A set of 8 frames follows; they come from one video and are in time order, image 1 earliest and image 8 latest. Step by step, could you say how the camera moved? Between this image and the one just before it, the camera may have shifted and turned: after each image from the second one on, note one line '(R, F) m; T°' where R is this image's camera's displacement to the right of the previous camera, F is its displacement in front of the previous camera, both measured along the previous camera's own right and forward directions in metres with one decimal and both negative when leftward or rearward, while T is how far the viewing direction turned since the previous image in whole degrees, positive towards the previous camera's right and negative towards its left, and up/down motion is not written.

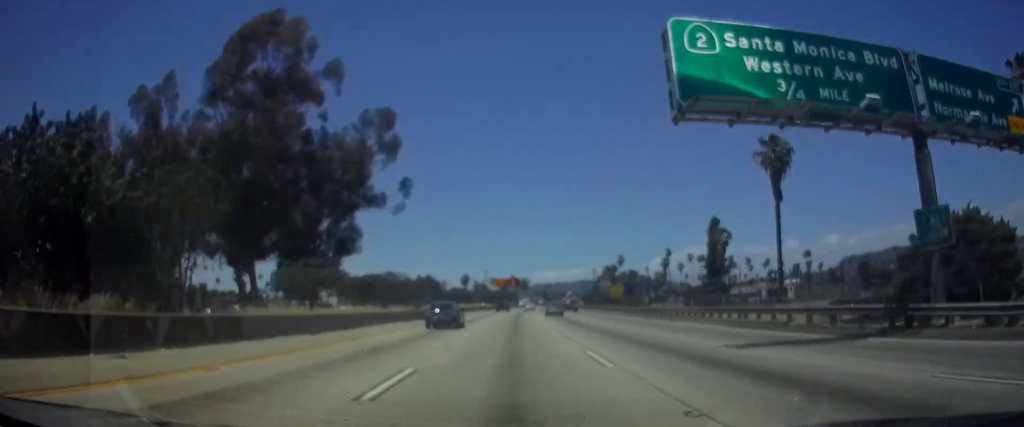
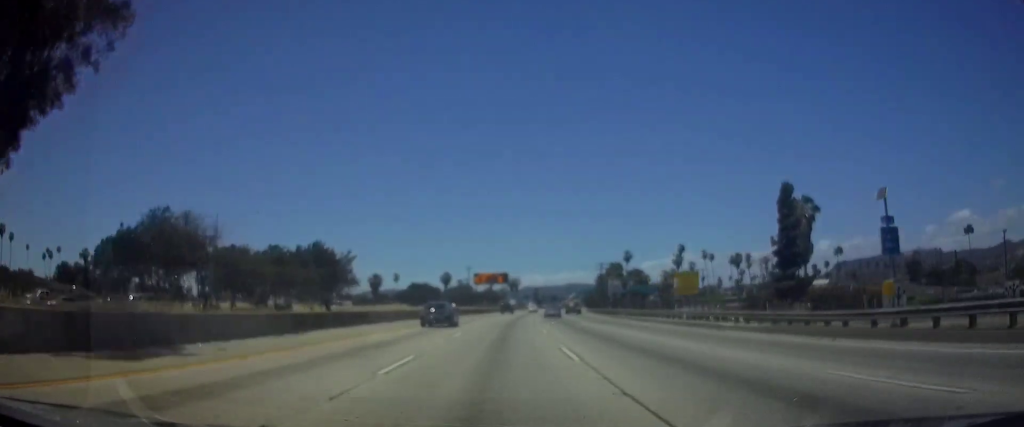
(+0.4, +41.2) m; +1°
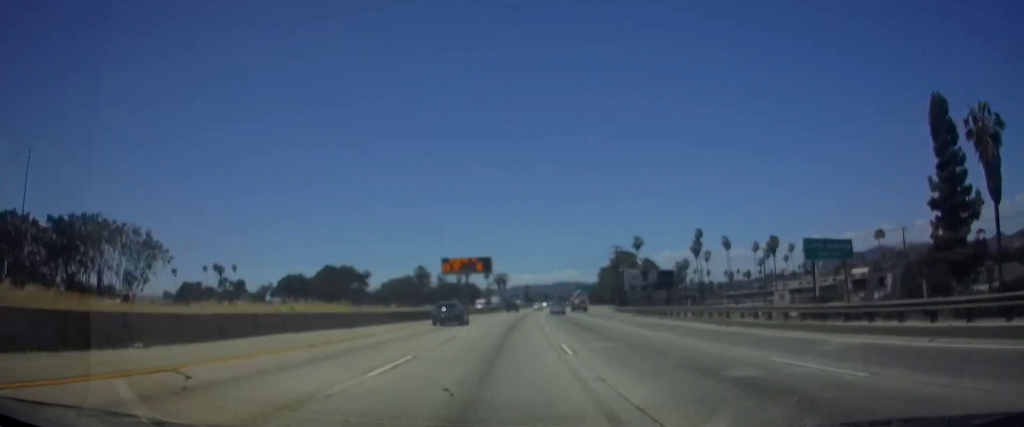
(+0.4, +41.6) m; +1°
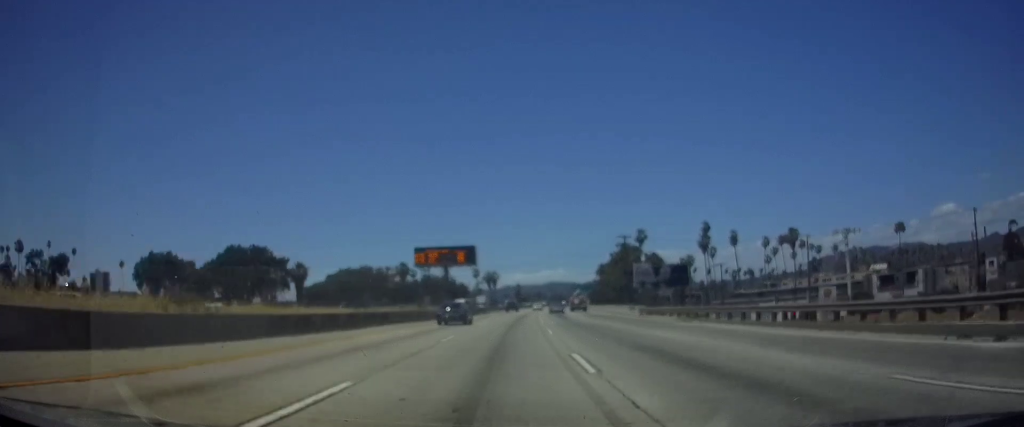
(+0.1, +19.2) m; +1°
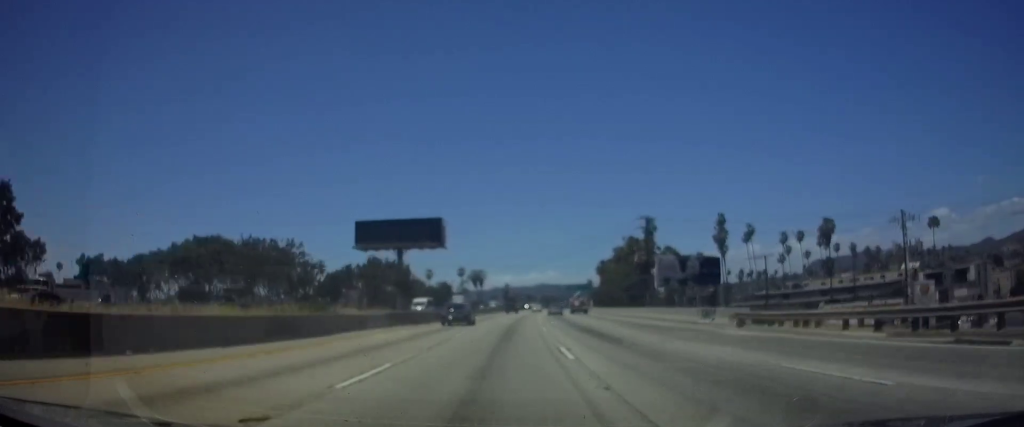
(+0.3, +25.7) m; +1°
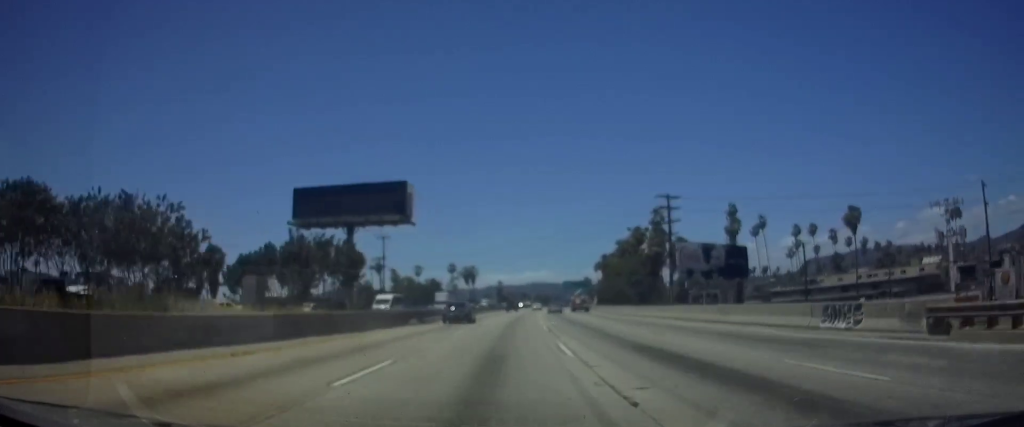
(+0.1, +14.8) m; 0°
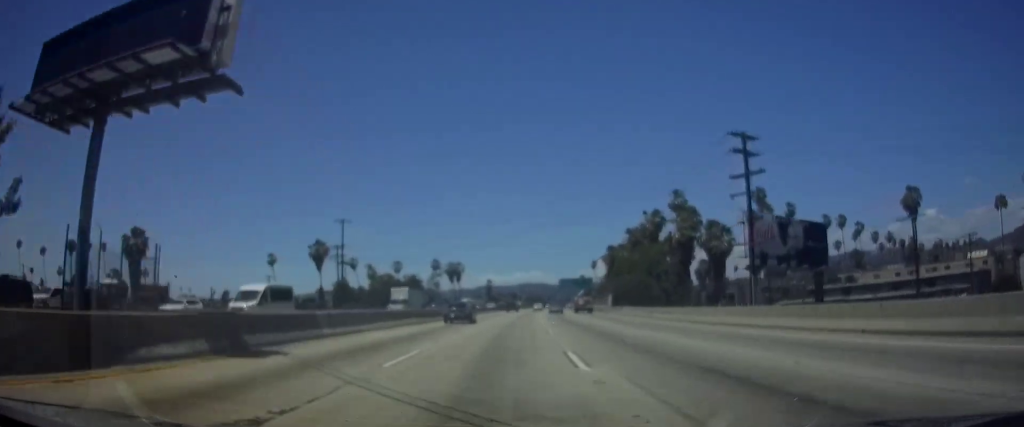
(0.0, +26.0) m; +1°
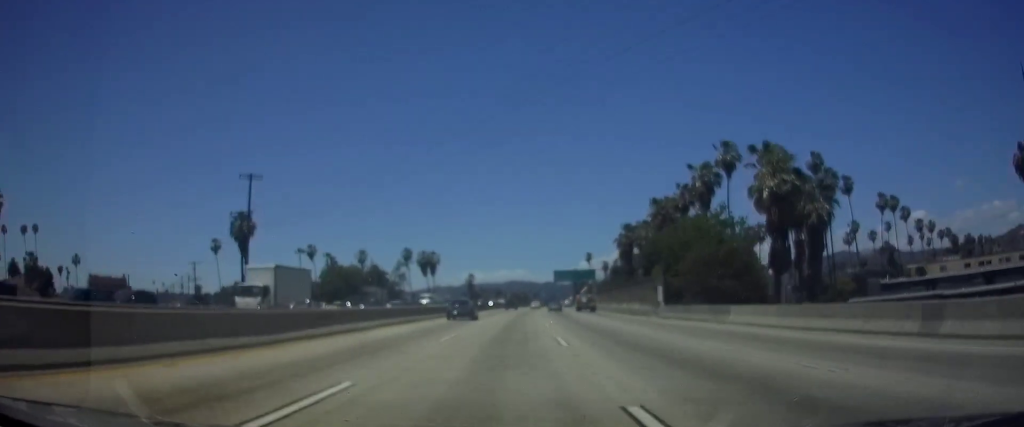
(+0.6, +35.5) m; +1°
